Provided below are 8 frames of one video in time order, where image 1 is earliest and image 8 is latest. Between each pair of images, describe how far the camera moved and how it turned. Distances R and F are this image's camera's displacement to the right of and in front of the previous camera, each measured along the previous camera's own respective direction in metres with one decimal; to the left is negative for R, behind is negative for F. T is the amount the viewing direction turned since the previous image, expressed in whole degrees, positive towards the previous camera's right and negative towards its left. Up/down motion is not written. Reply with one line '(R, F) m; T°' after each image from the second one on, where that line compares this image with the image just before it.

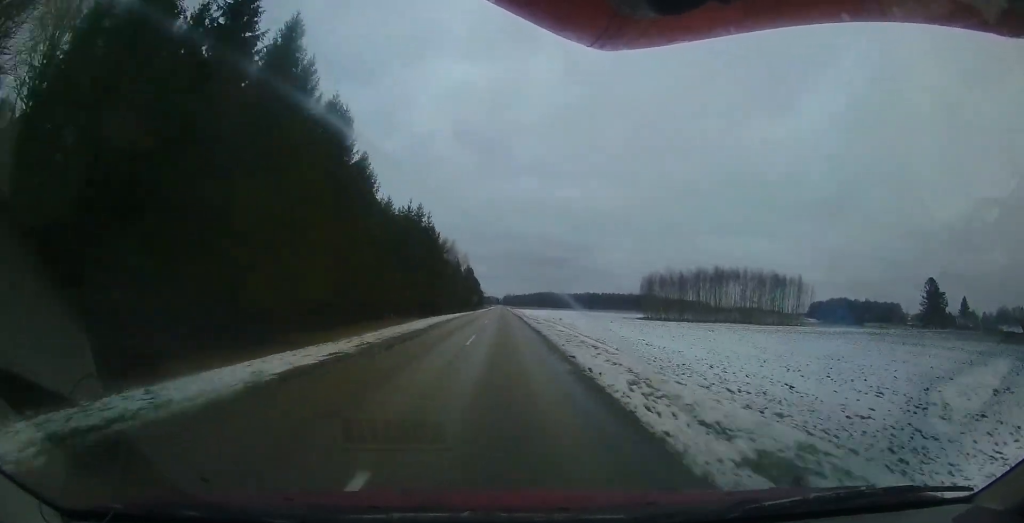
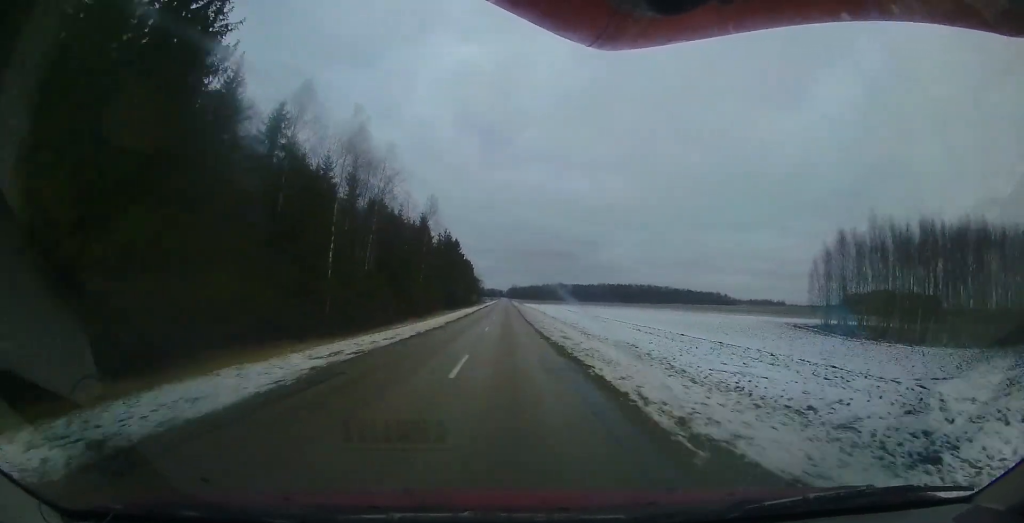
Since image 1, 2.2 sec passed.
(-0.4, +53.2) m; -1°
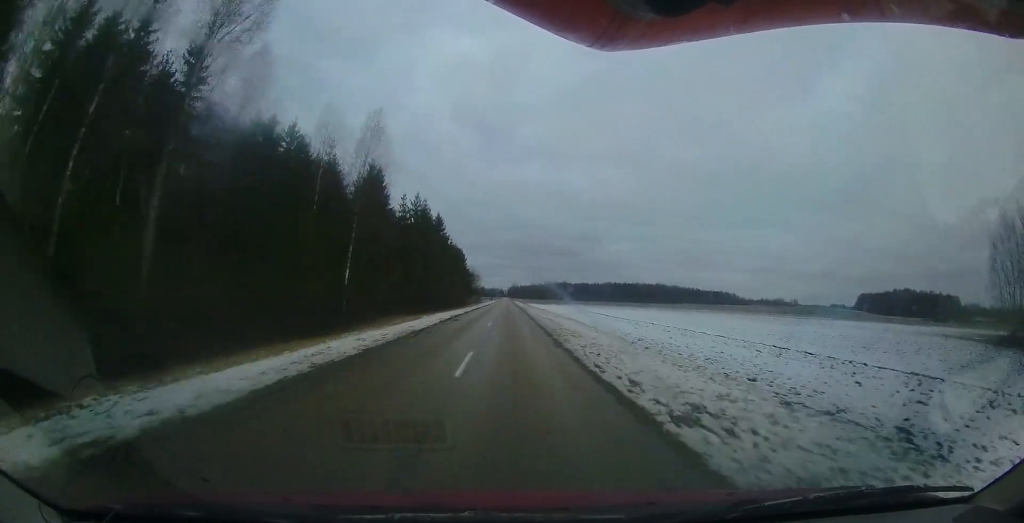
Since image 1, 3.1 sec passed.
(+0.5, +24.0) m; +1°
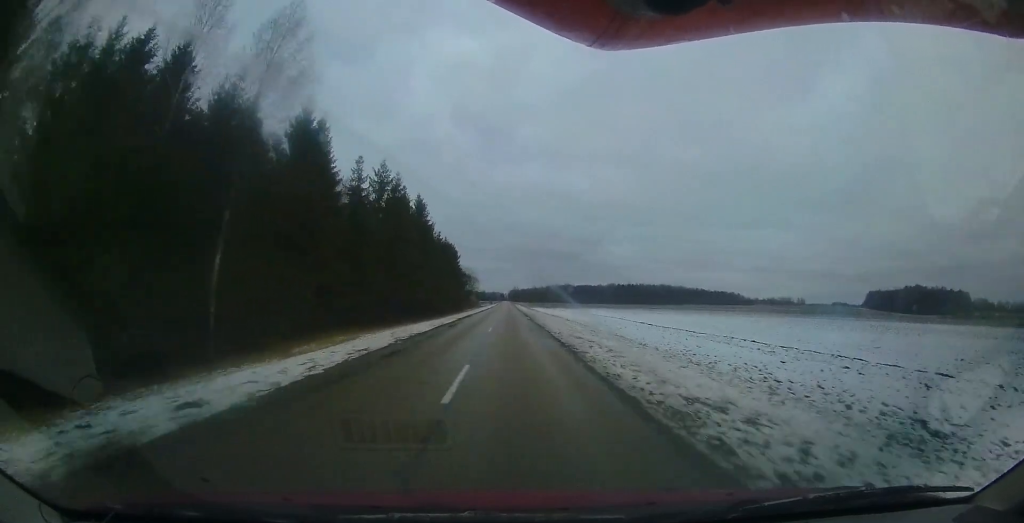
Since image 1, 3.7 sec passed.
(0.0, +13.3) m; 0°
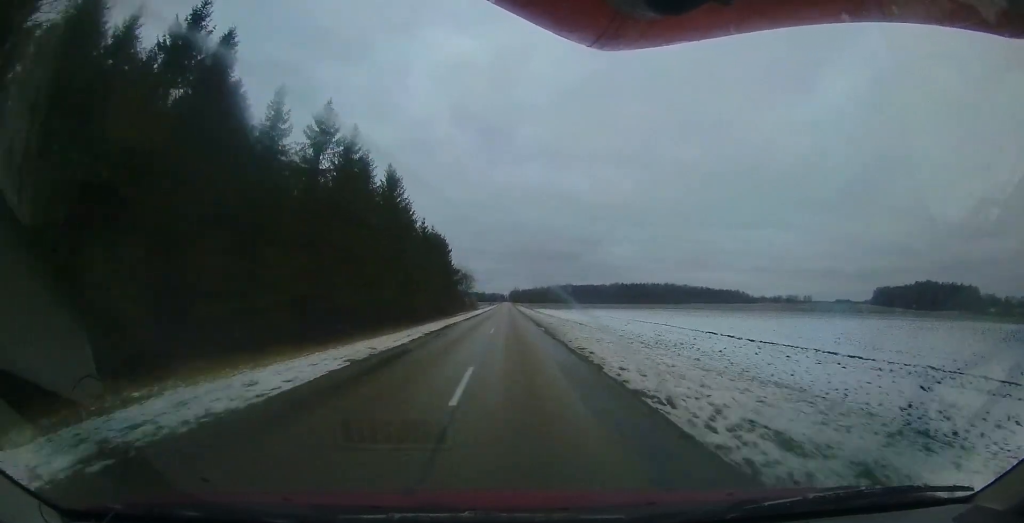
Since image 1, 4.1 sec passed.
(-0.2, +11.7) m; -1°
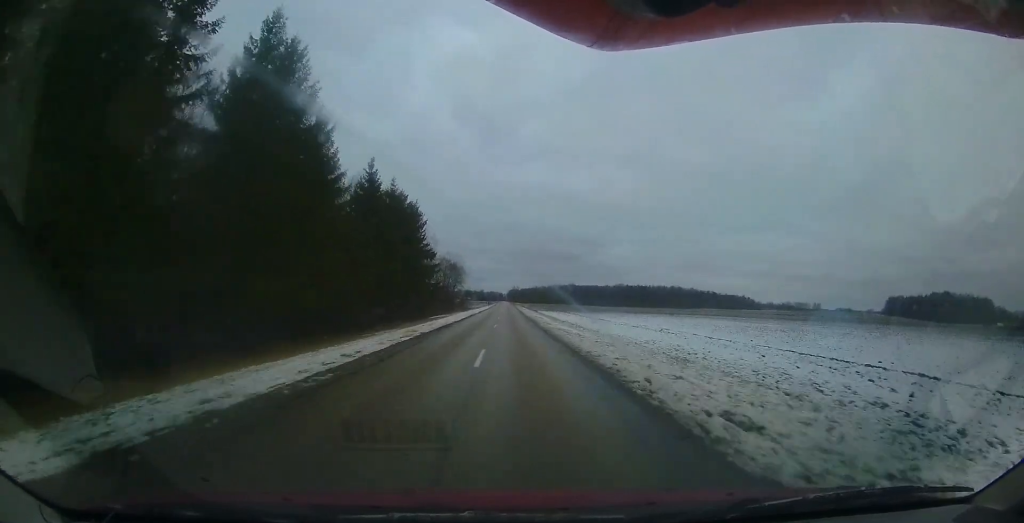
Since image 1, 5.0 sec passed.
(-0.2, +21.3) m; 0°
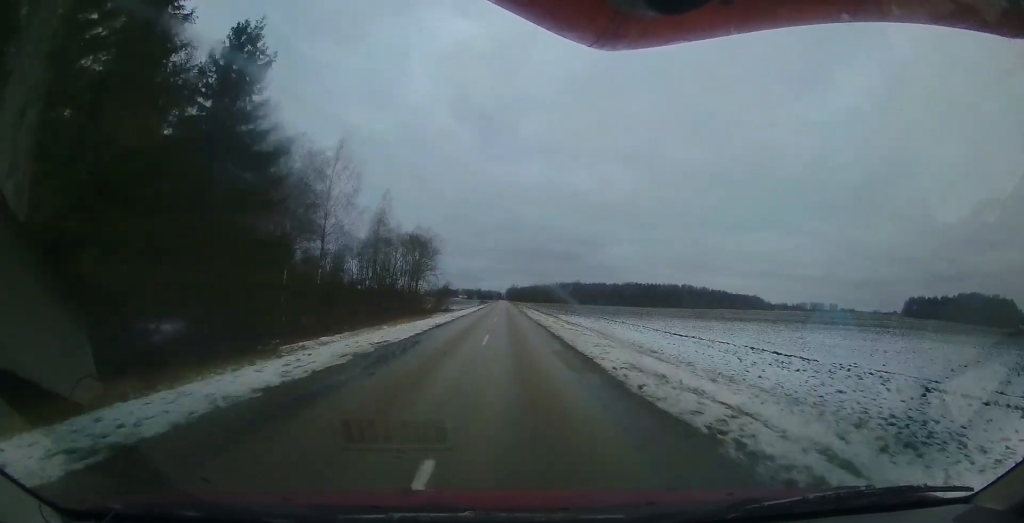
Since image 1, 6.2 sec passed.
(+0.4, +32.0) m; -1°
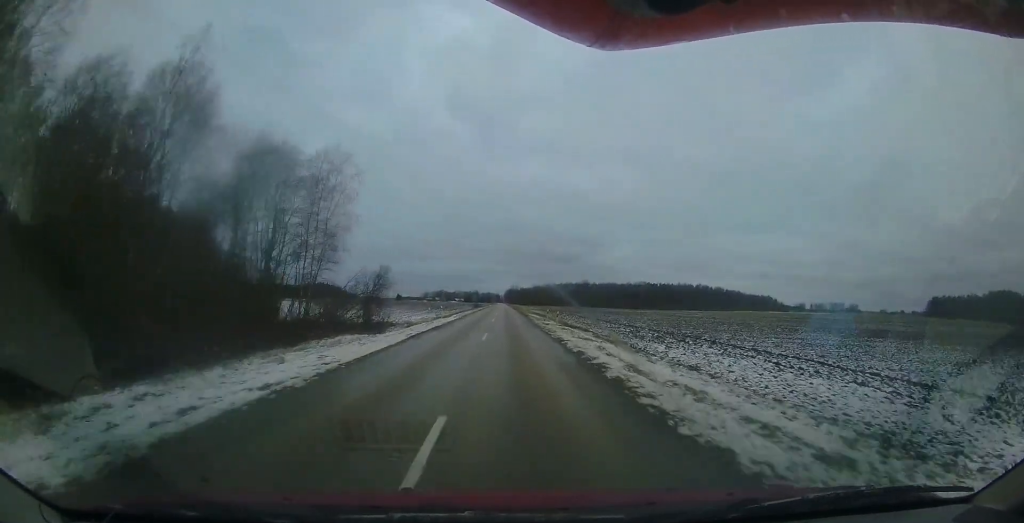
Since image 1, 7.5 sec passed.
(-1.4, +35.0) m; -3°
